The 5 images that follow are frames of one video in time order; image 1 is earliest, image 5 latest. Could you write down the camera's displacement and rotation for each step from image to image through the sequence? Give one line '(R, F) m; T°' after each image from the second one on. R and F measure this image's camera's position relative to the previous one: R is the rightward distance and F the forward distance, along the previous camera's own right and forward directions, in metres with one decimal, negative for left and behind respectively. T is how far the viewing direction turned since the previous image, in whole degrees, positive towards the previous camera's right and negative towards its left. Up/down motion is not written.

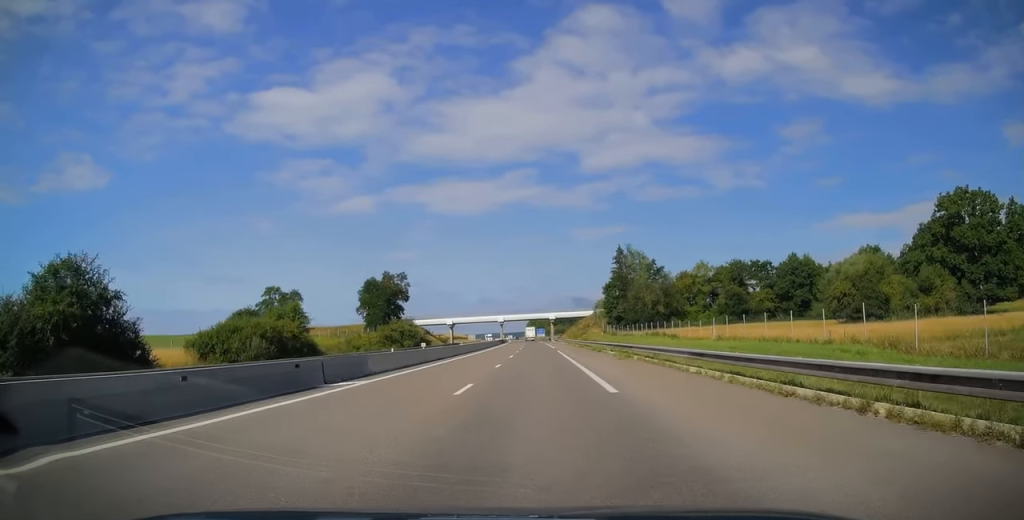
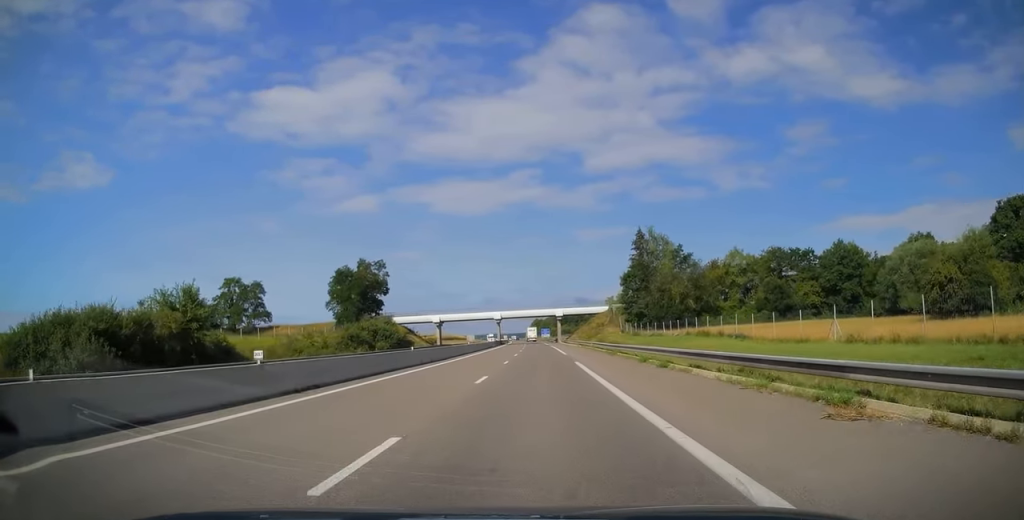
(-0.1, +22.2) m; 0°
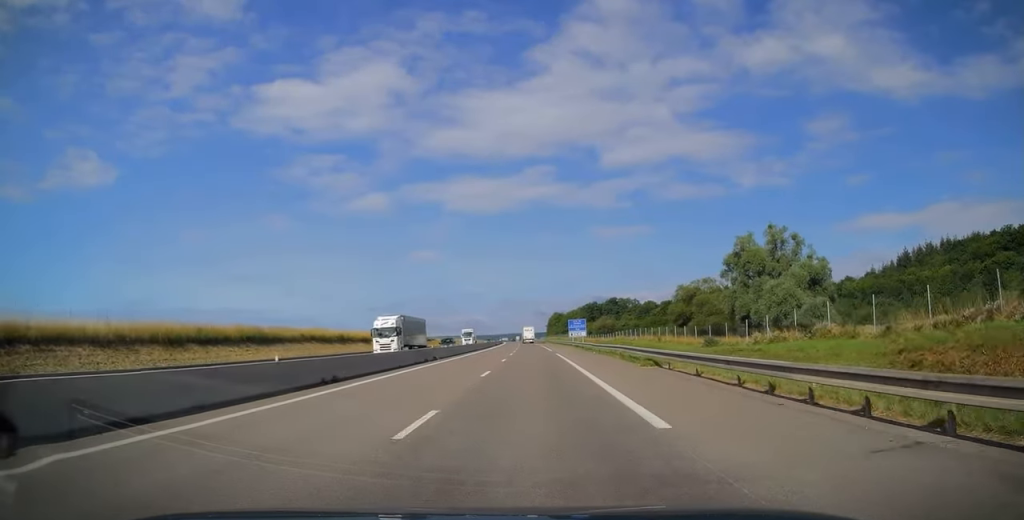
(-2.4, +140.2) m; -2°
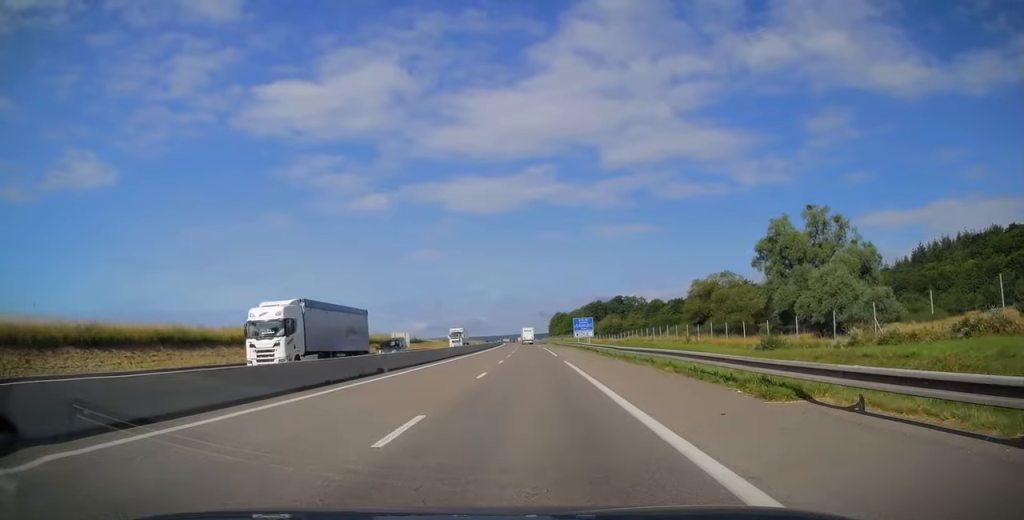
(-0.1, +13.7) m; 0°
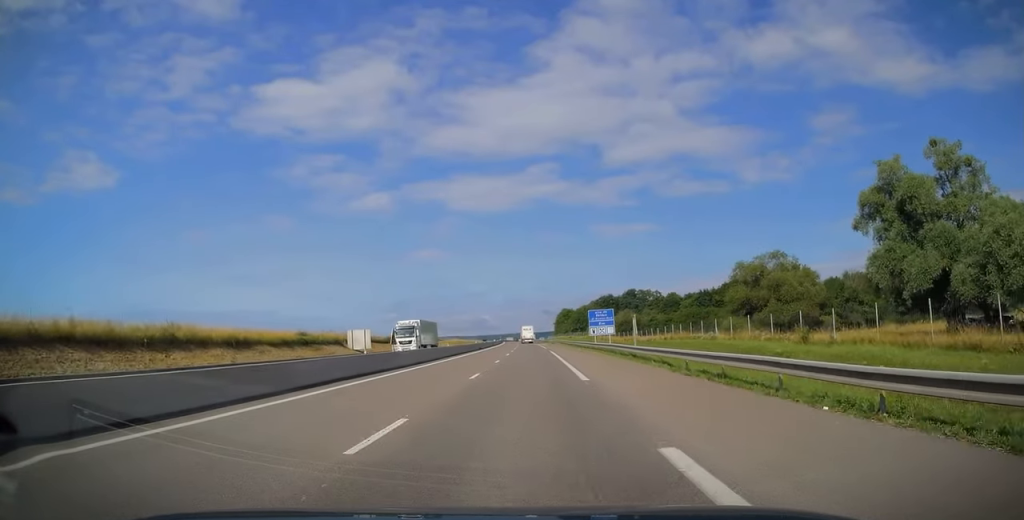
(-0.2, +26.8) m; 0°
